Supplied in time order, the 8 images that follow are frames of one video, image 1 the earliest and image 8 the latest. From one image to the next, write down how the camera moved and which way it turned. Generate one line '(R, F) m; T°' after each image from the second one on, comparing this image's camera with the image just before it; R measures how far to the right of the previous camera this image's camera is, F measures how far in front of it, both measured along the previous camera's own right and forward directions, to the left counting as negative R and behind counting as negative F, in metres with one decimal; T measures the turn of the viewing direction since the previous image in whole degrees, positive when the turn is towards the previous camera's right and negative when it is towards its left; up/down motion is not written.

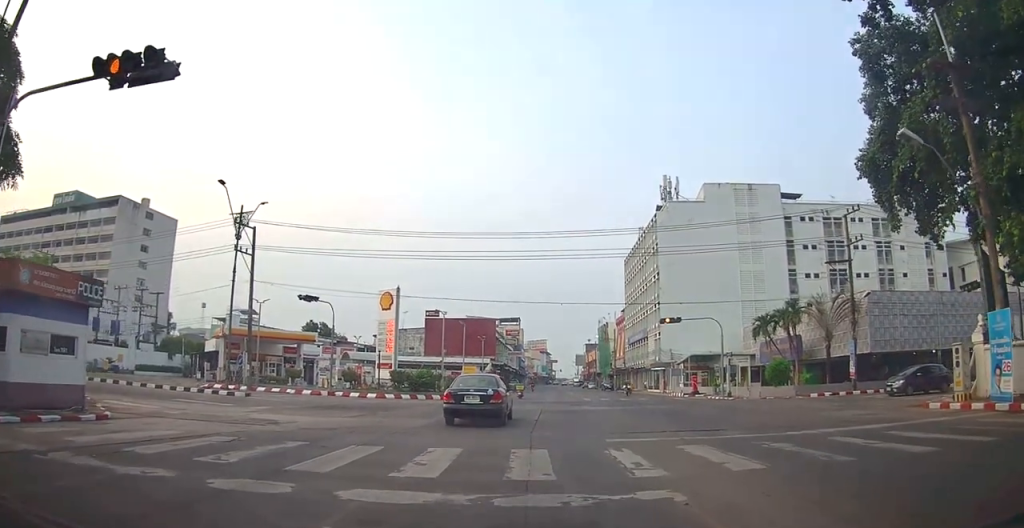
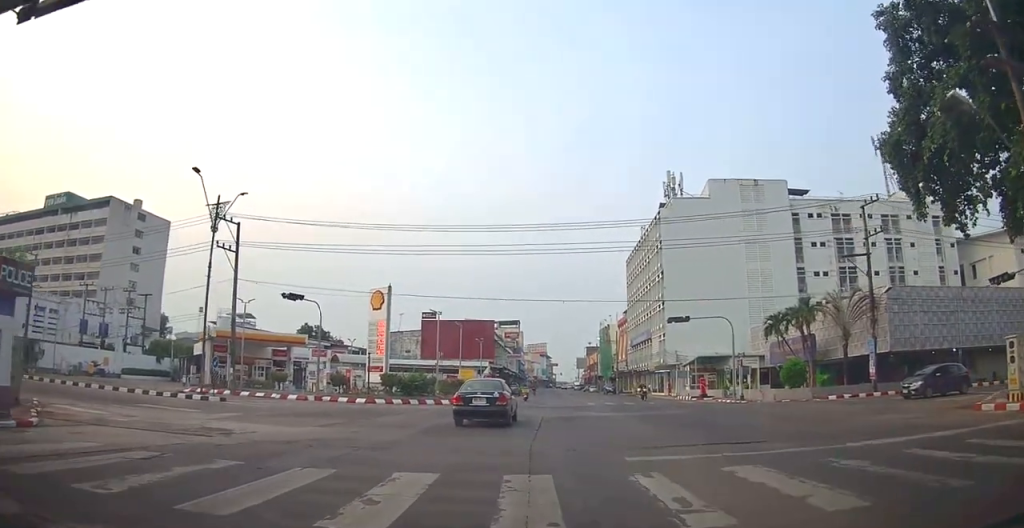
(-0.1, +2.7) m; +4°
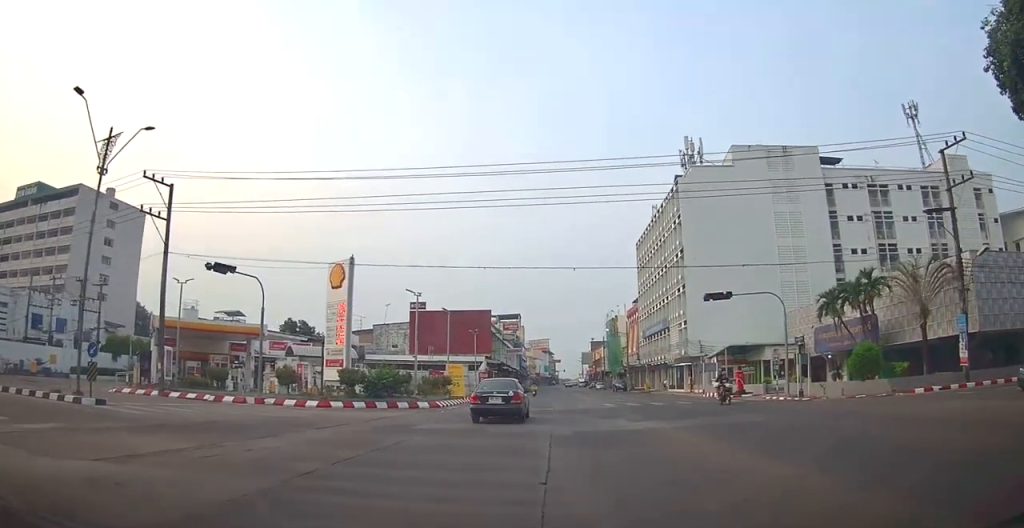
(+1.5, +7.7) m; +9°
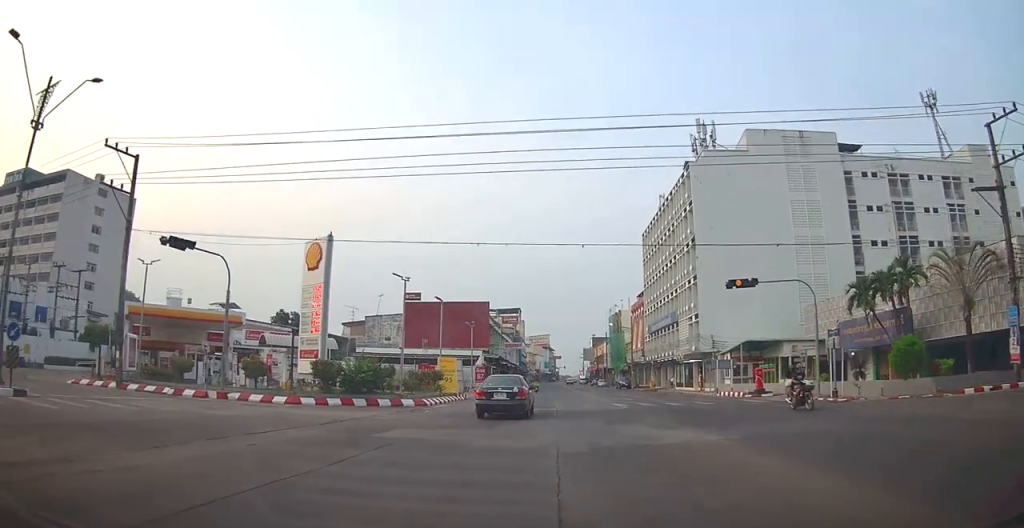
(-0.4, +3.4) m; +1°
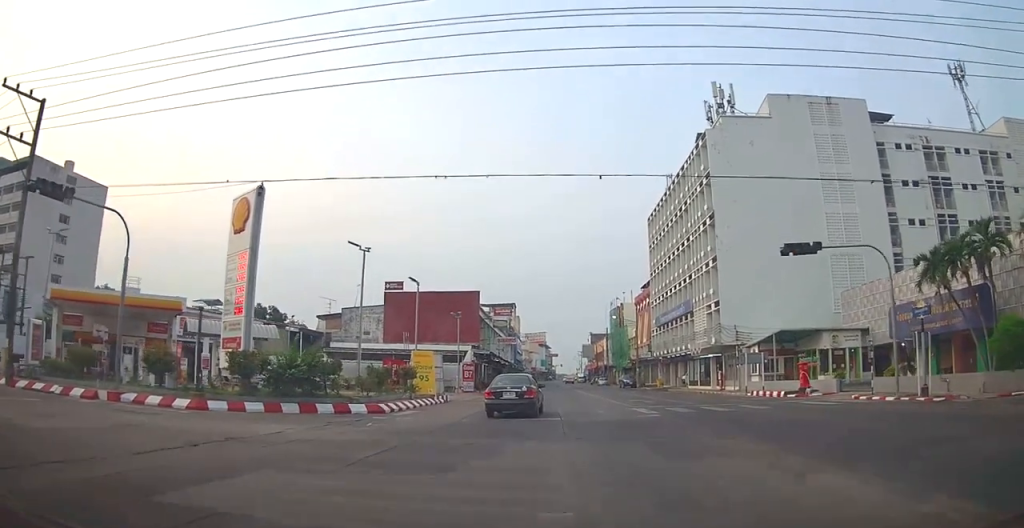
(+0.4, +6.7) m; +1°
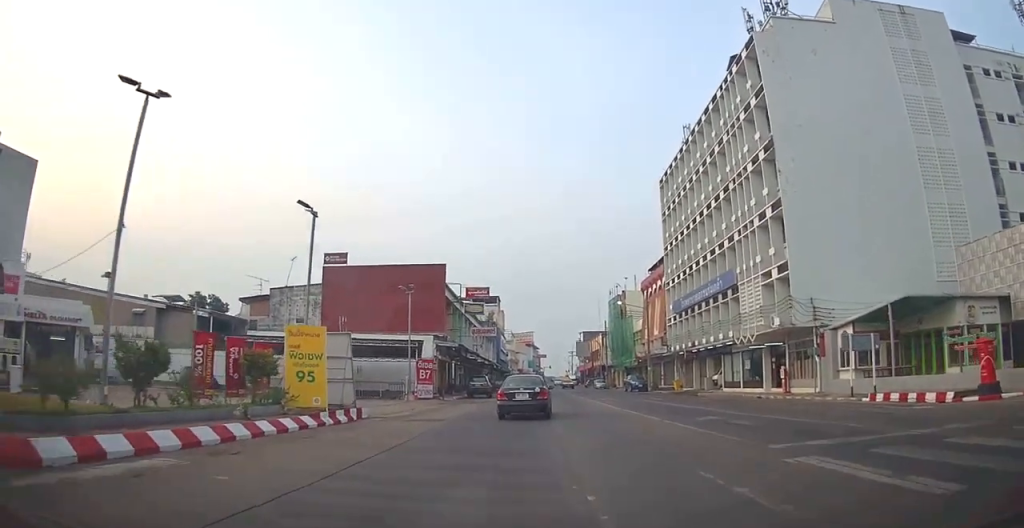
(-1.2, +14.2) m; -1°
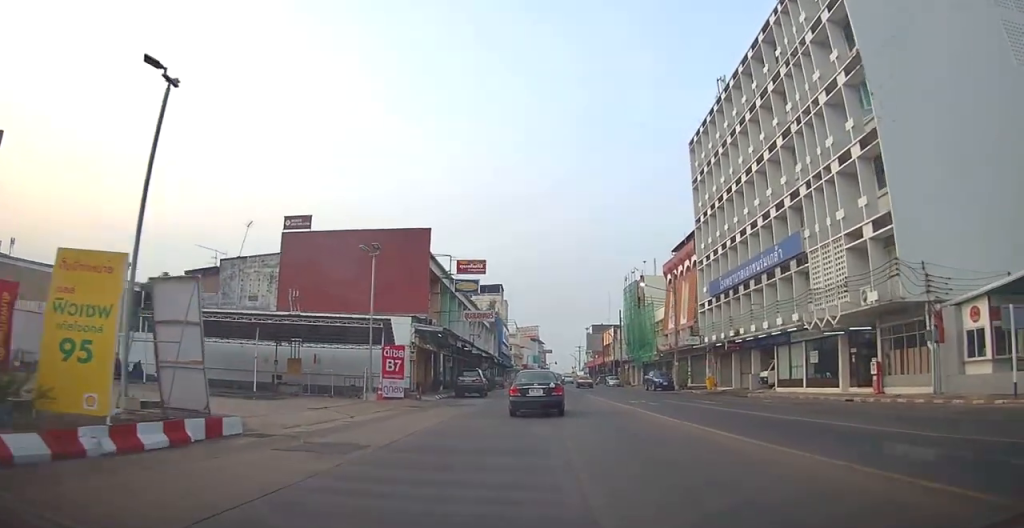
(+0.9, +8.8) m; +8°
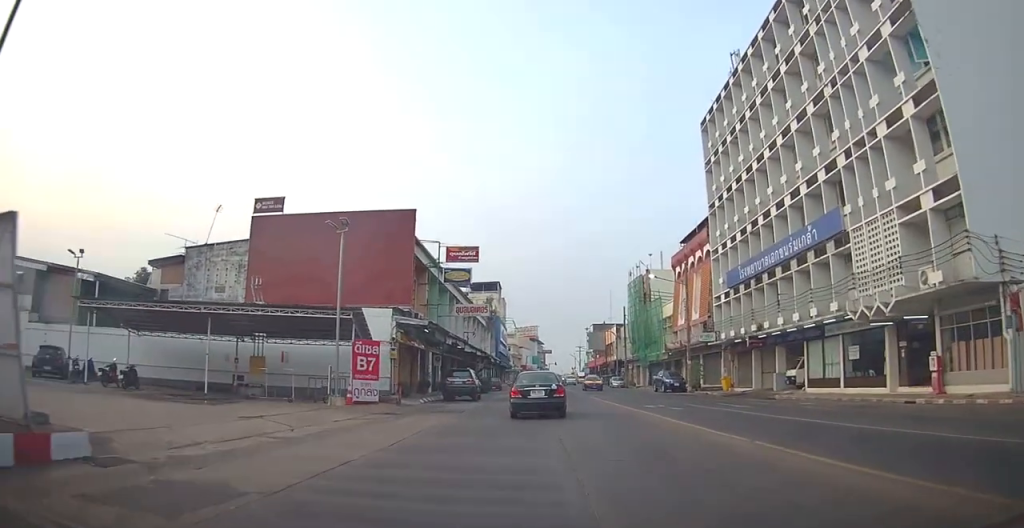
(0.0, +4.1) m; -2°
